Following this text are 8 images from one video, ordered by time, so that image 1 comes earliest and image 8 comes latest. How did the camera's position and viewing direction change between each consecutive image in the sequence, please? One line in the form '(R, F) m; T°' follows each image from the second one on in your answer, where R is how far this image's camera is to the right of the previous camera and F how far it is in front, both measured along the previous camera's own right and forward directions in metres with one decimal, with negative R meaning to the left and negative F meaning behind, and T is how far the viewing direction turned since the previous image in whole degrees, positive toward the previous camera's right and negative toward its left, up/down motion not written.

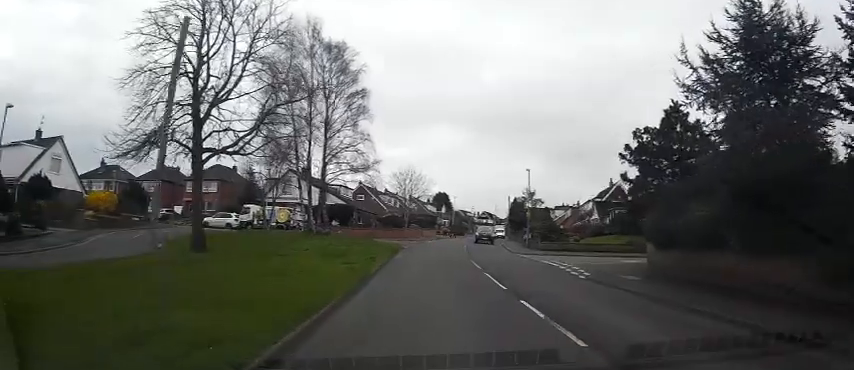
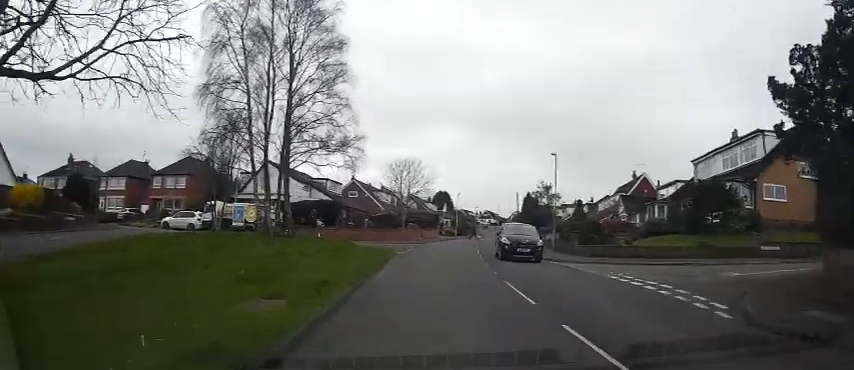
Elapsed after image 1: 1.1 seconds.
(0.0, +8.9) m; 0°
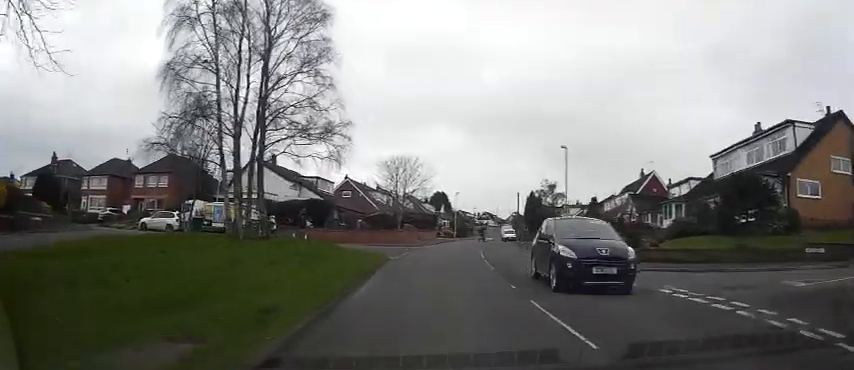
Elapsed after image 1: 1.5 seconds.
(0.0, +3.7) m; 0°
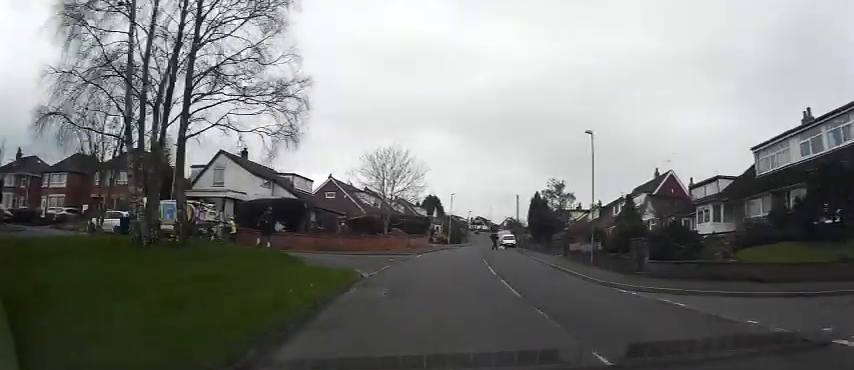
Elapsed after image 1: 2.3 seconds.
(0.0, +6.2) m; 0°
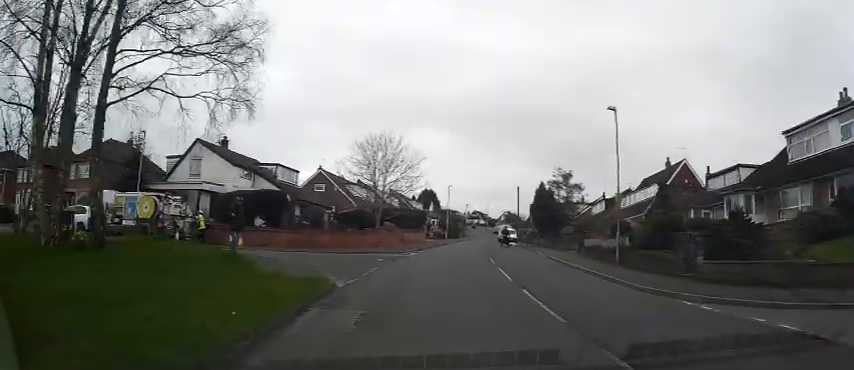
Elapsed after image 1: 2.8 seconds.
(0.0, +3.8) m; +1°
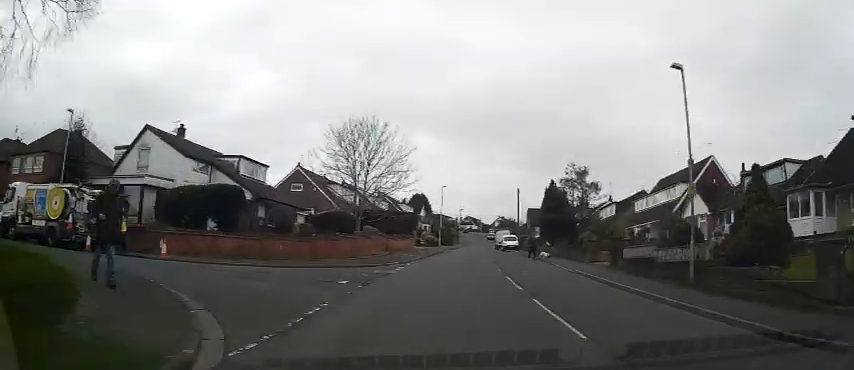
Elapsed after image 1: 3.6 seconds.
(+0.1, +7.2) m; +2°
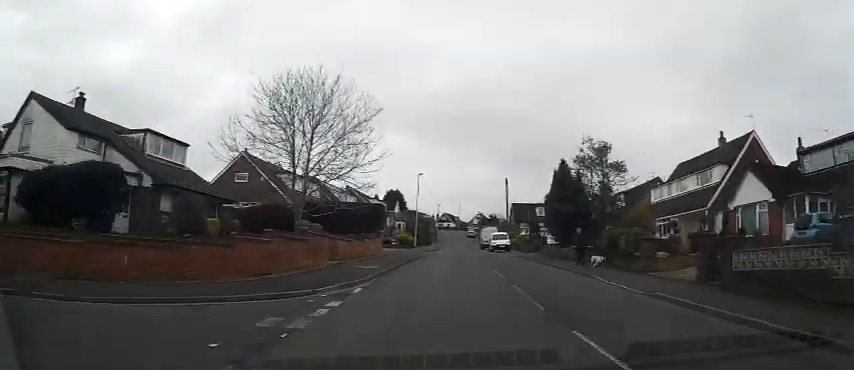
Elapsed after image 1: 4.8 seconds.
(+0.2, +9.8) m; +2°
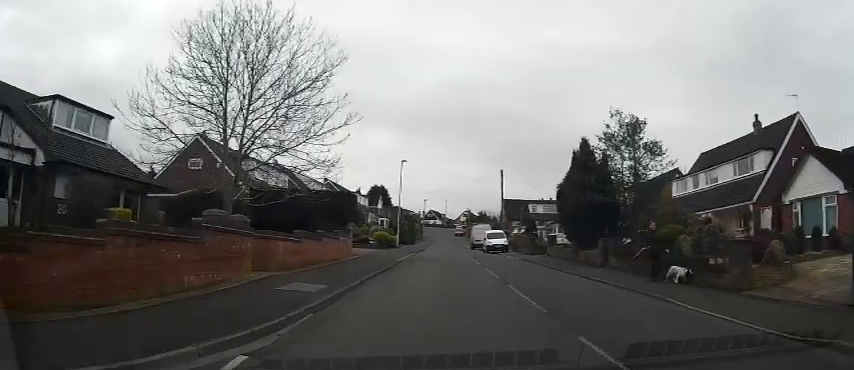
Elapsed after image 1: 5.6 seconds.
(+0.1, +6.5) m; +1°
